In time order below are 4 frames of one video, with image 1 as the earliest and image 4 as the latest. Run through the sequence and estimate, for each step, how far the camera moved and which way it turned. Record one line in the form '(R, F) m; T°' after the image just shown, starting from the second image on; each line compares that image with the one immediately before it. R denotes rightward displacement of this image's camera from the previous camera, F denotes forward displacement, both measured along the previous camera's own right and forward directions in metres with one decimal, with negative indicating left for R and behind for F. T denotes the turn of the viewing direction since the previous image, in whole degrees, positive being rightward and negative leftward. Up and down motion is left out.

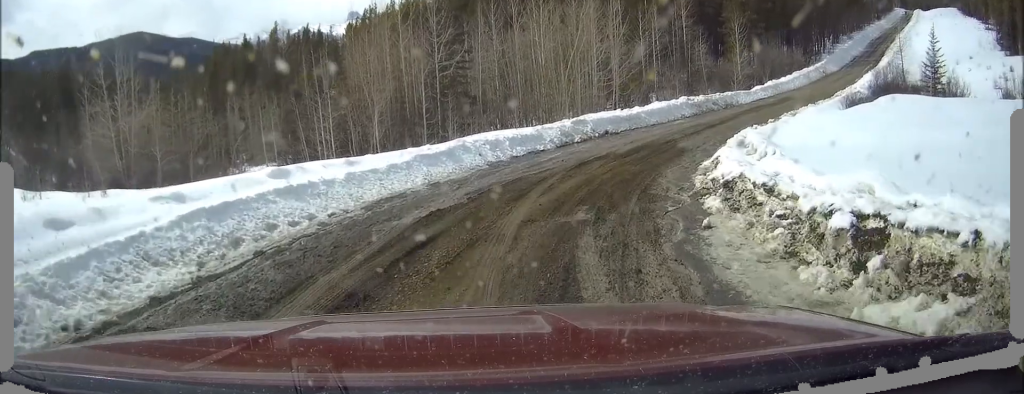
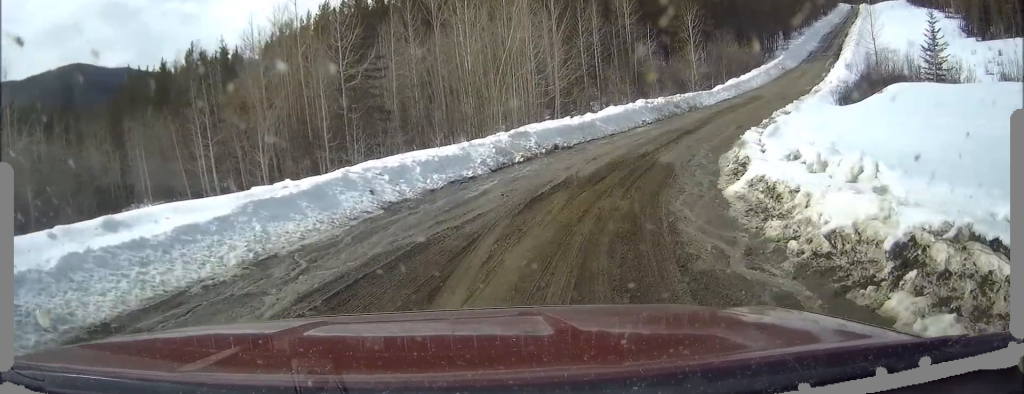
(+0.5, +6.8) m; +7°
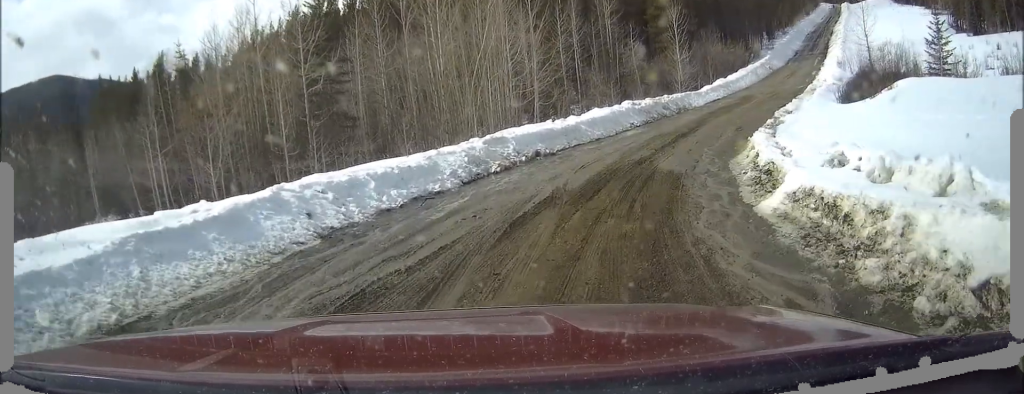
(0.0, +2.6) m; +1°
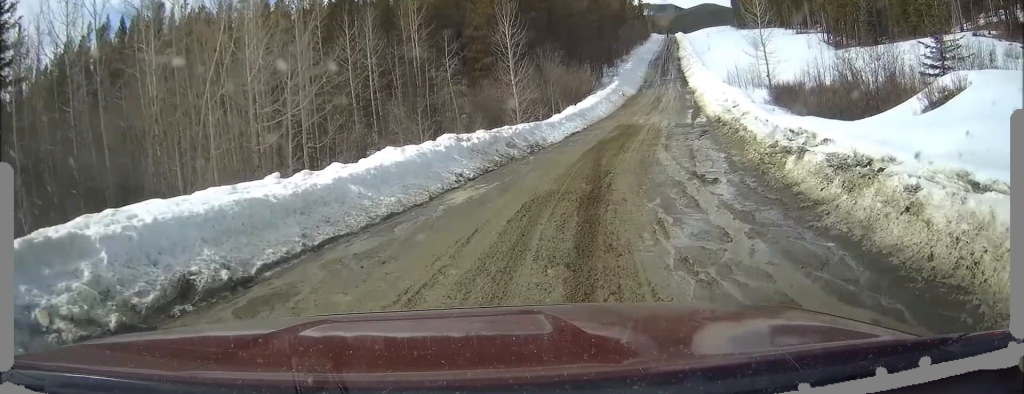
(+1.9, +14.1) m; +16°
